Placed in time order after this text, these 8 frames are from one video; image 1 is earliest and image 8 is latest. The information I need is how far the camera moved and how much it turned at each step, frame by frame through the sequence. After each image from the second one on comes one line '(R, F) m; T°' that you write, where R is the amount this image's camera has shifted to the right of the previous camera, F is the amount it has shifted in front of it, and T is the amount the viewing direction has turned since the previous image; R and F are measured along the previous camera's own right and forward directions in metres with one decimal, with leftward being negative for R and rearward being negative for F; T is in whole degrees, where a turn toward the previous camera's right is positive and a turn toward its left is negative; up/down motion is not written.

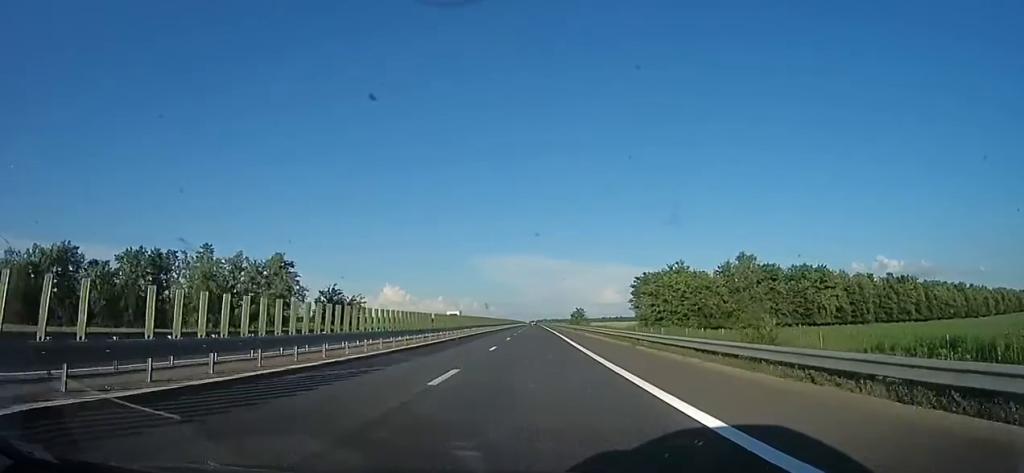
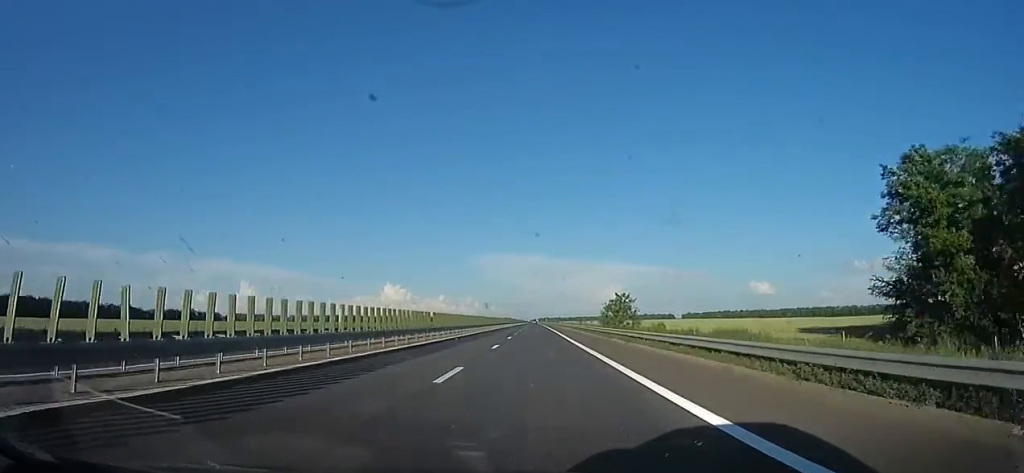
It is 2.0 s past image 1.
(-1.9, +71.7) m; -2°
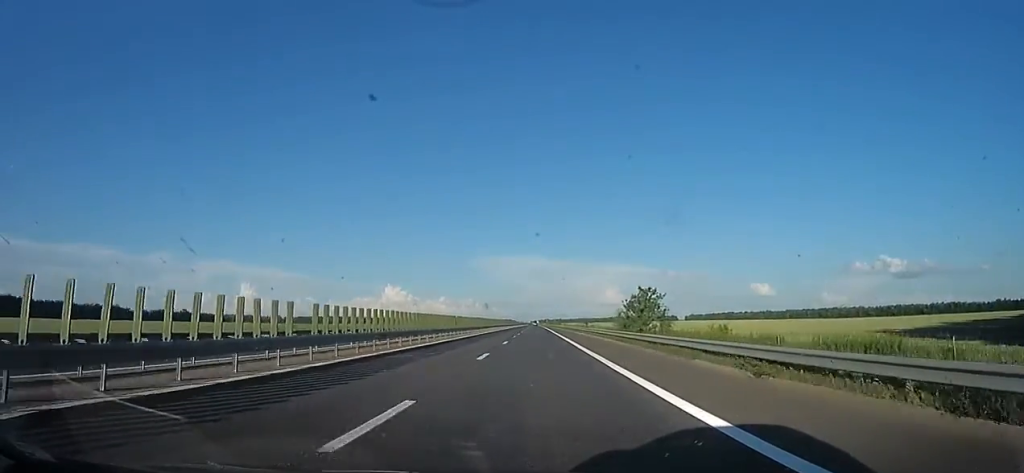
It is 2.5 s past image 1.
(-0.3, +17.4) m; 0°
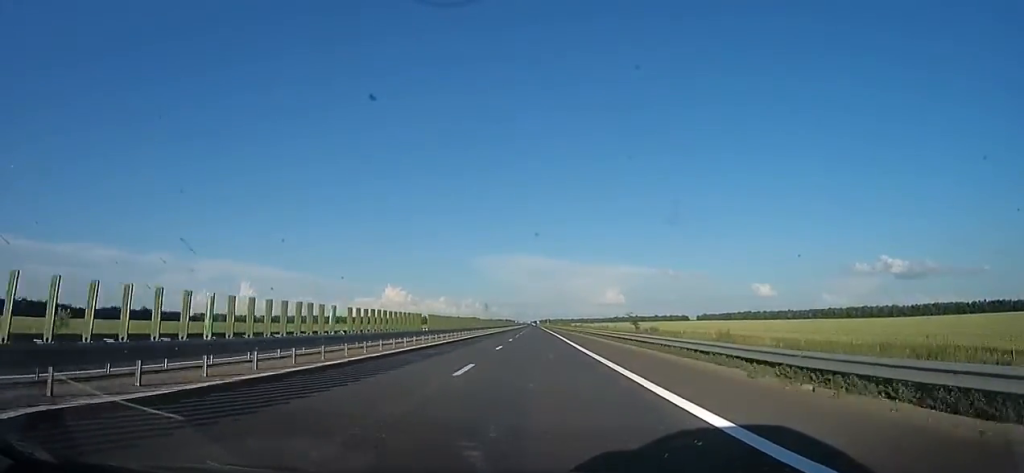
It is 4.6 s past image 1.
(+2.4, +77.0) m; +1°
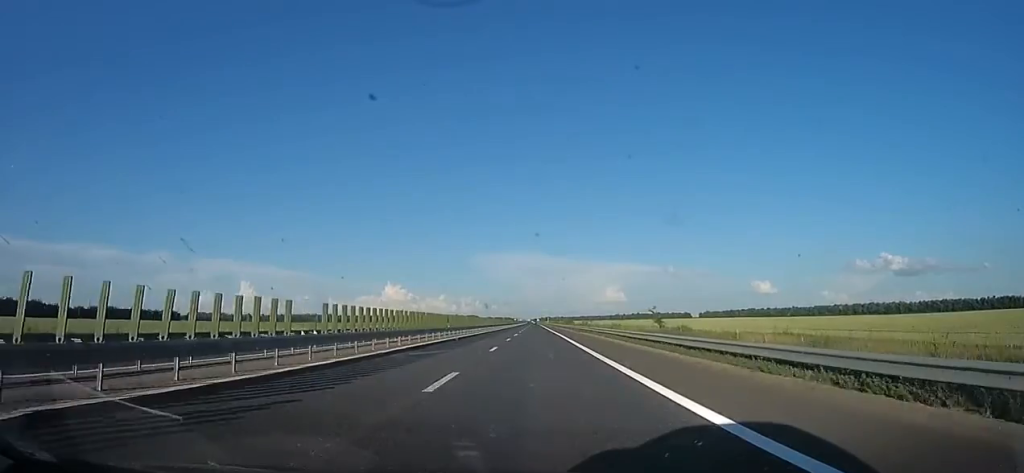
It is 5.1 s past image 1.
(-0.2, +14.9) m; 0°
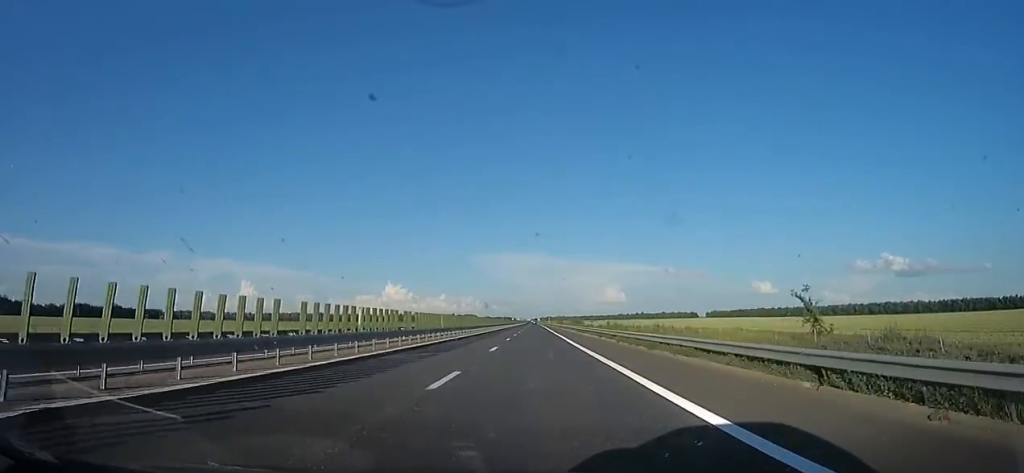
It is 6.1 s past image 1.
(-0.2, +35.8) m; 0°
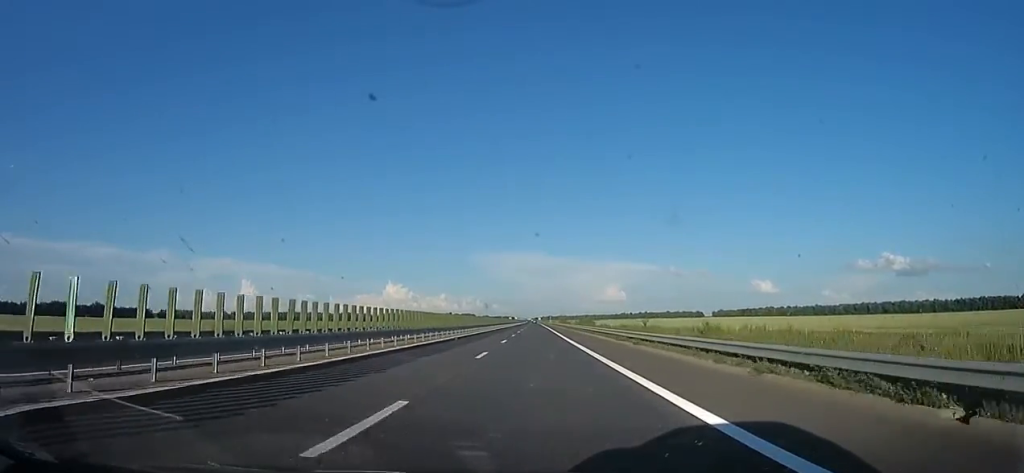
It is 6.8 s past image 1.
(0.0, +28.7) m; 0°
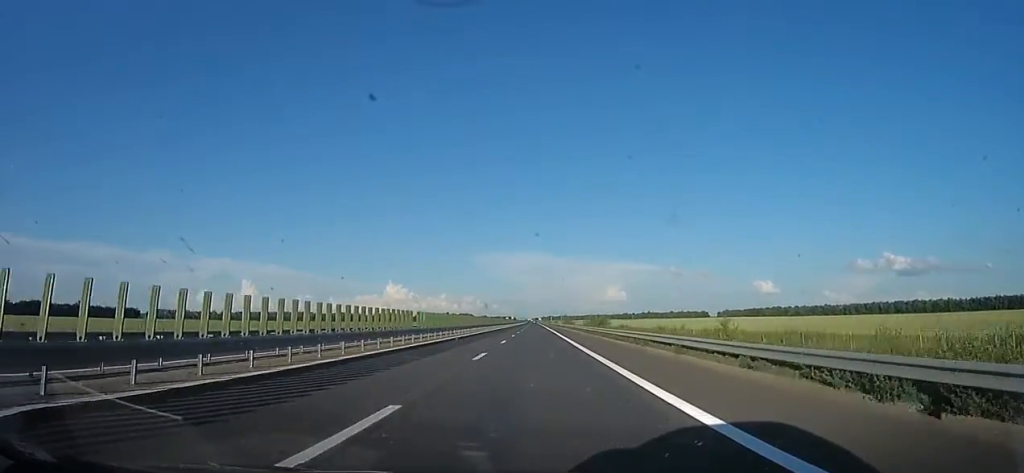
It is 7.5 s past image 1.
(0.0, +24.5) m; 0°
